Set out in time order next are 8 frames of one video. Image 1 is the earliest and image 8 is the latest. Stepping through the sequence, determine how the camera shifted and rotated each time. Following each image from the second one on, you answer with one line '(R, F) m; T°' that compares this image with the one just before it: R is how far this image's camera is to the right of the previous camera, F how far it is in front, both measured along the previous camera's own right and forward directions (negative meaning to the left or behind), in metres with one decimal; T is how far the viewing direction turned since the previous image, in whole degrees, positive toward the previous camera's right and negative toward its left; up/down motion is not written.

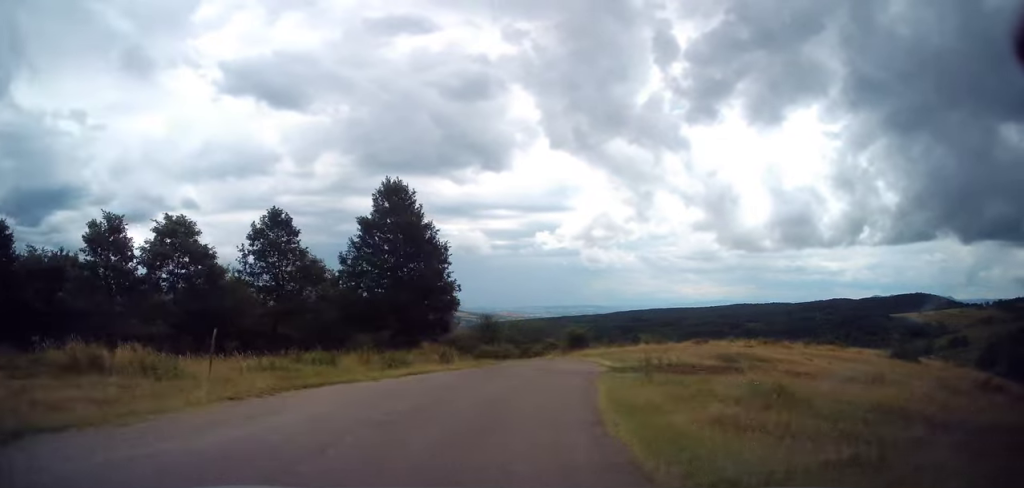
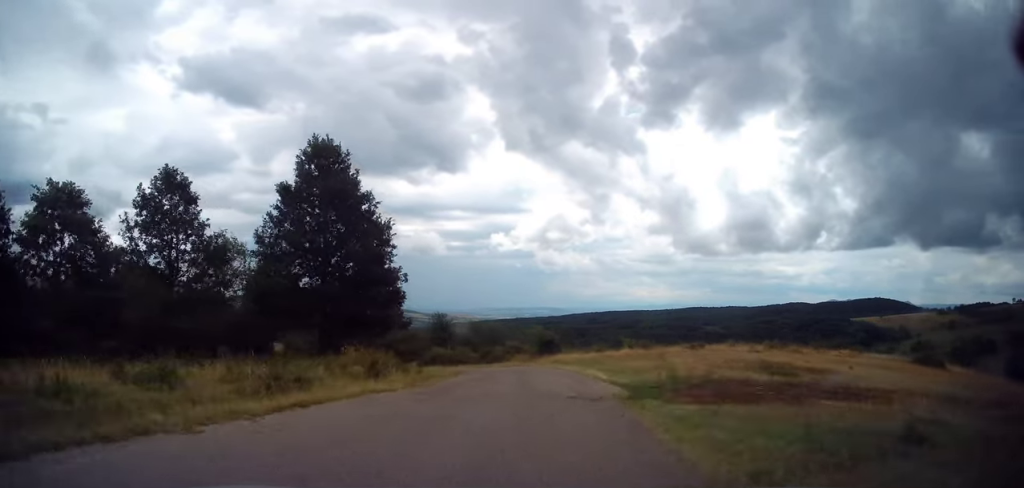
(+0.7, +7.5) m; +4°
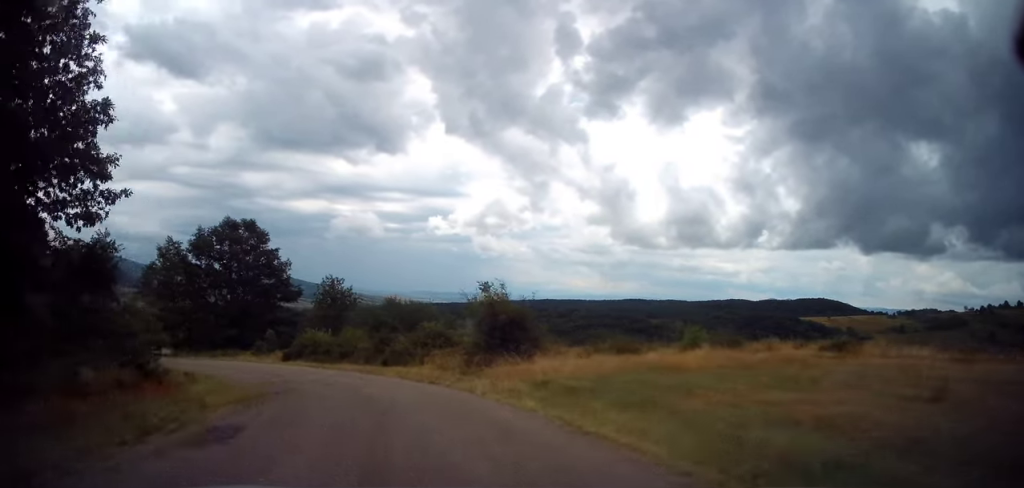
(+1.2, +22.4) m; -1°
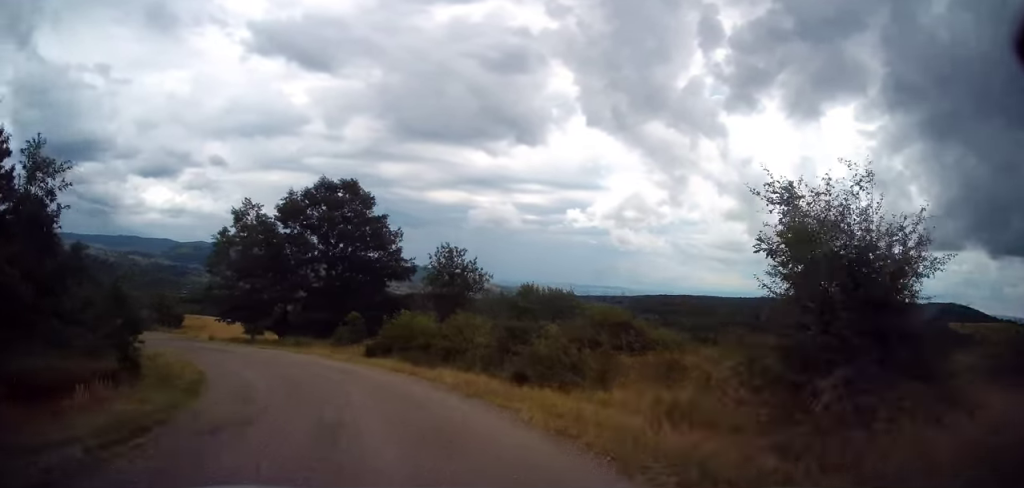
(-0.6, +11.2) m; -11°
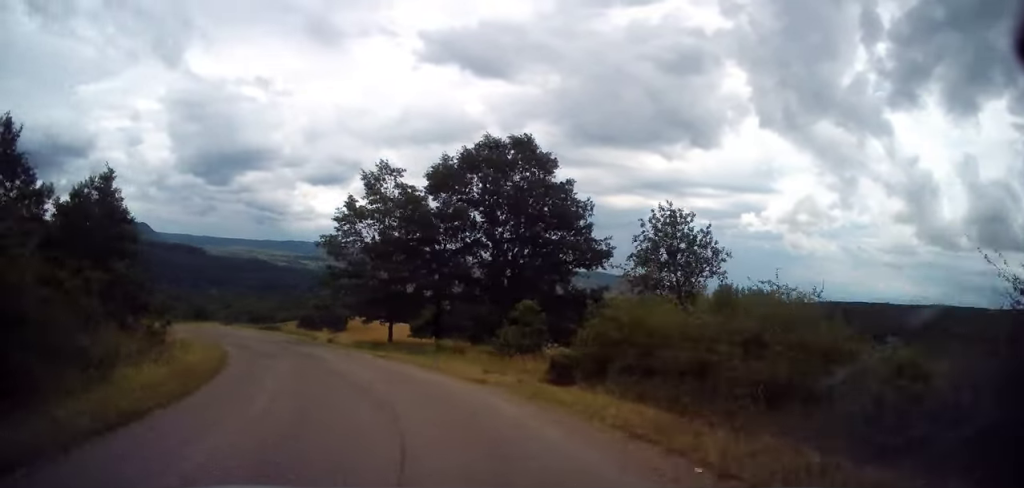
(-1.4, +11.0) m; -17°
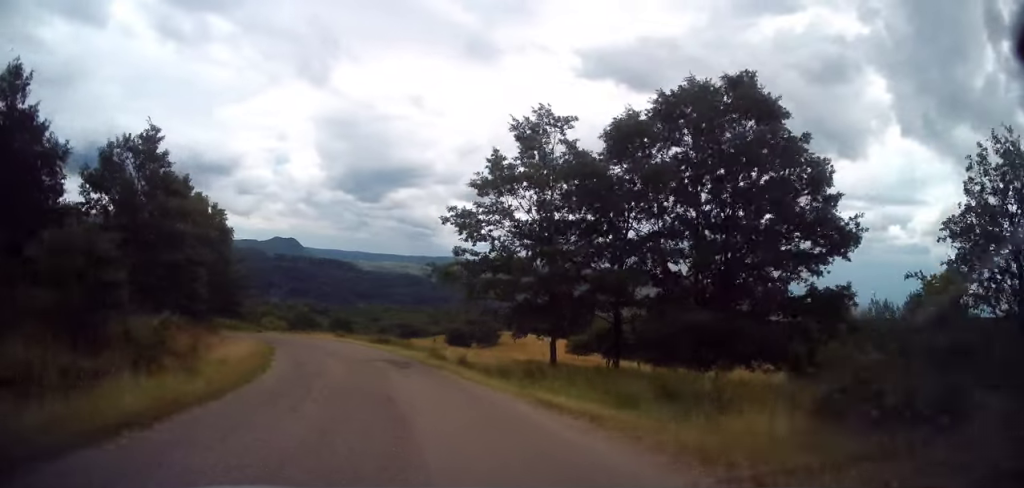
(-1.4, +10.0) m; -16°
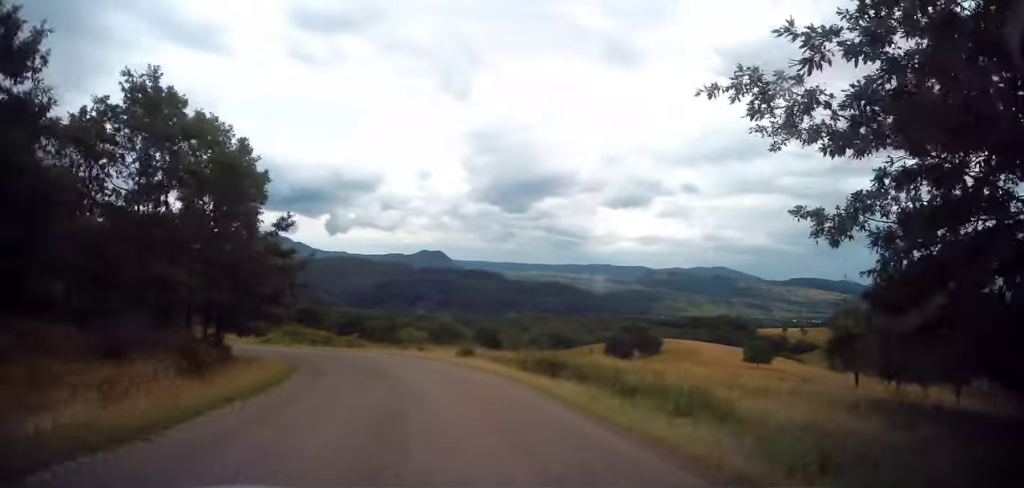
(-3.0, +16.9) m; -16°
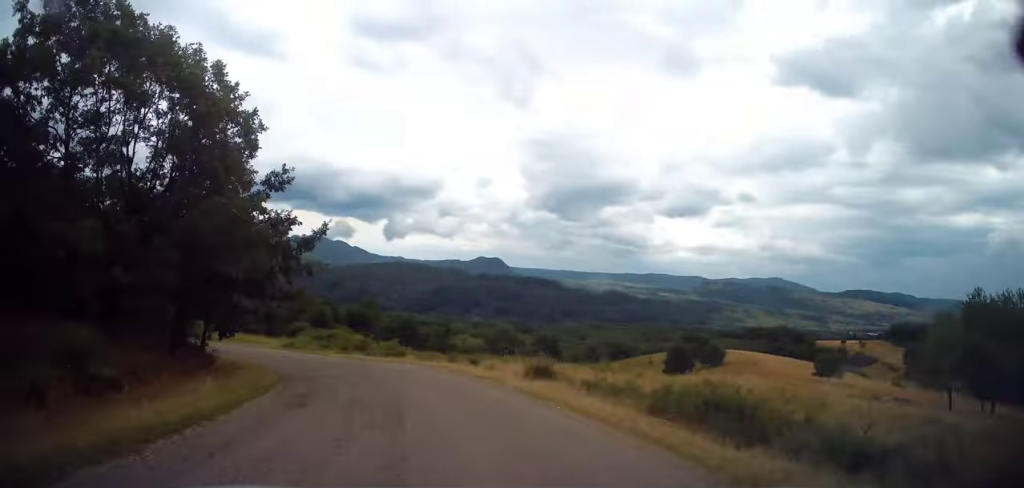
(-0.1, +7.0) m; -6°
